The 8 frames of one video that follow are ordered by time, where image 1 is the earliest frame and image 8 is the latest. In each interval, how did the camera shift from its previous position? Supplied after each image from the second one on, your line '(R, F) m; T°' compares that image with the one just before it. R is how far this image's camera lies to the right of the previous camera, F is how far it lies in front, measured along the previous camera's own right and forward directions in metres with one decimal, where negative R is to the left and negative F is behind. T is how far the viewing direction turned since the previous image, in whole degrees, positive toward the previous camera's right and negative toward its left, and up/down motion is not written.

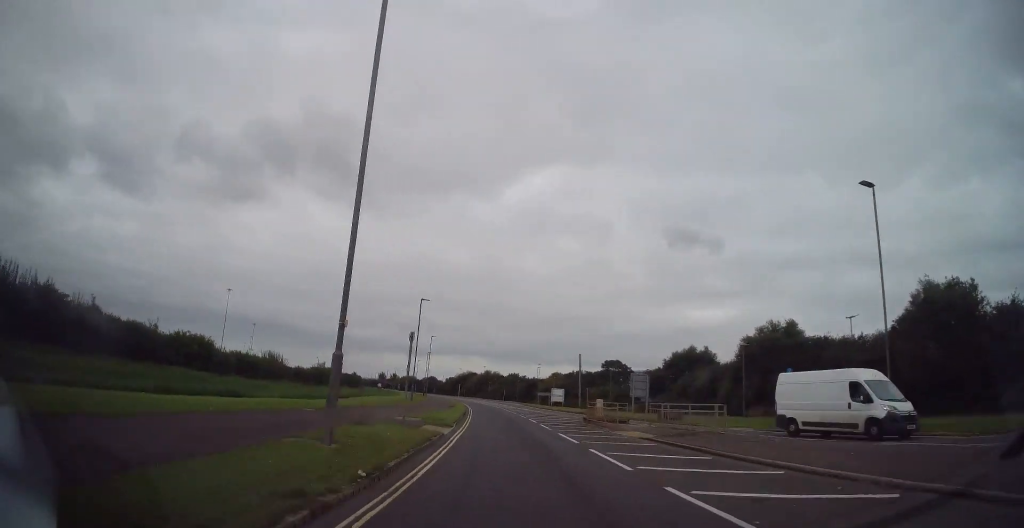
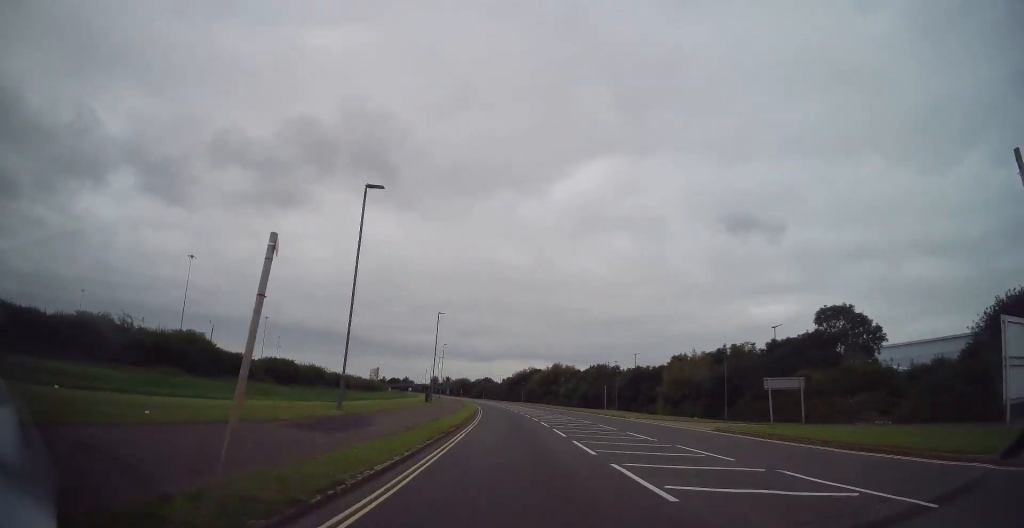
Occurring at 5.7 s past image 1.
(-4.6, +65.0) m; -7°
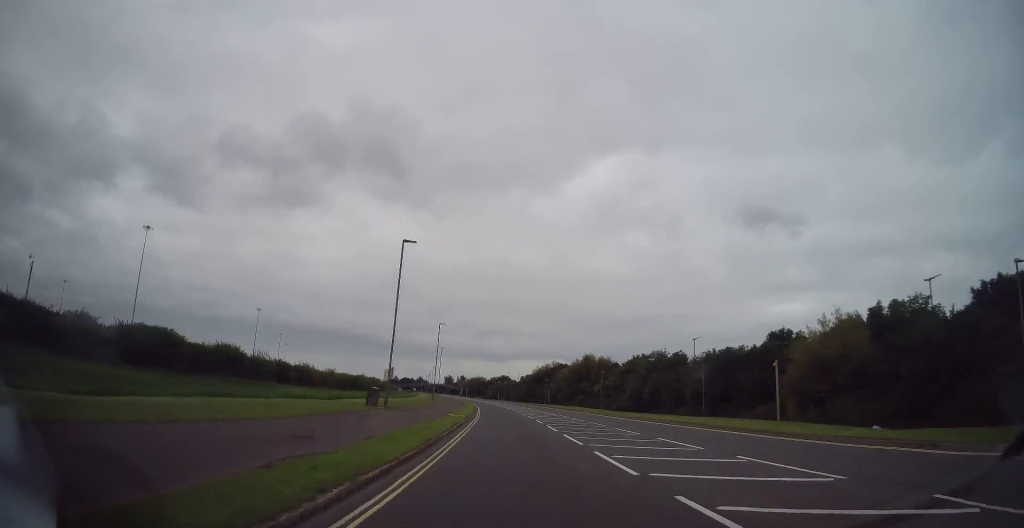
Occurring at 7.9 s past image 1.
(-0.5, +27.2) m; -1°
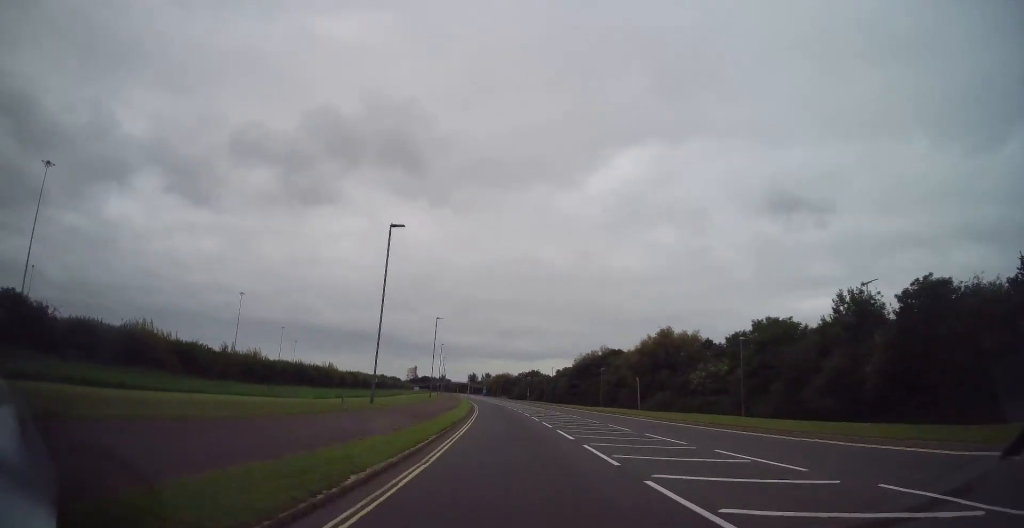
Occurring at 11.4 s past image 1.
(-0.5, +43.3) m; -3°
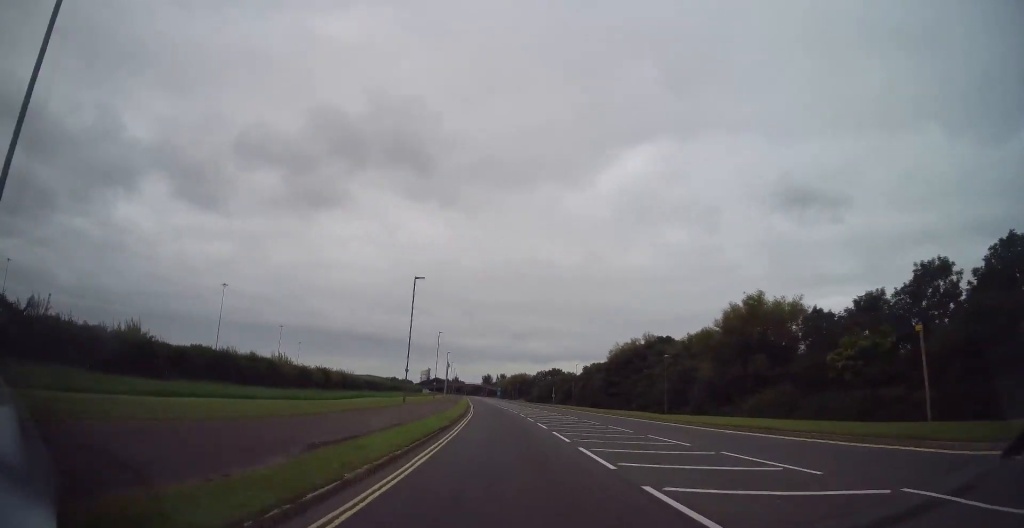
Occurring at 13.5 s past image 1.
(-1.1, +25.7) m; -3°
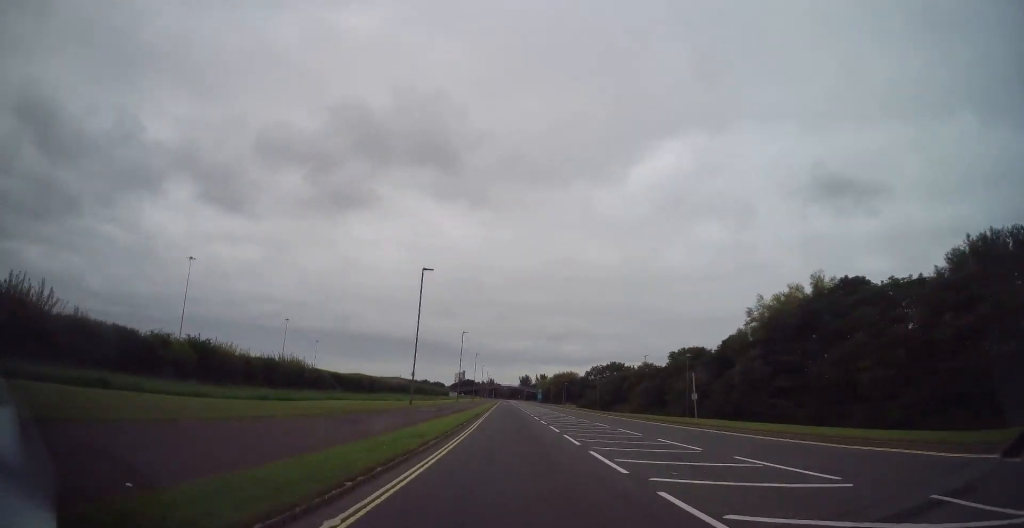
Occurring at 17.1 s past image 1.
(-1.4, +43.8) m; -2°
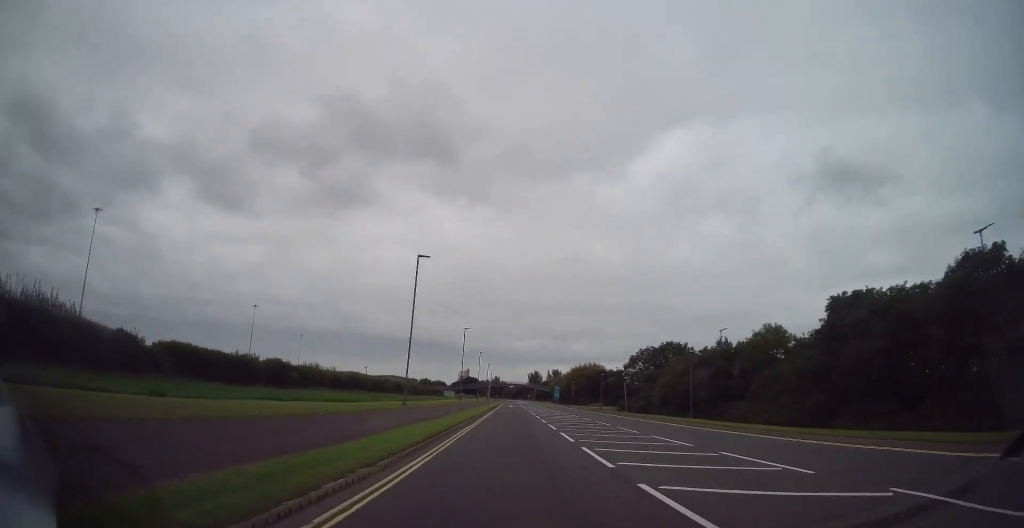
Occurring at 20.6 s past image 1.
(+0.1, +42.3) m; -1°
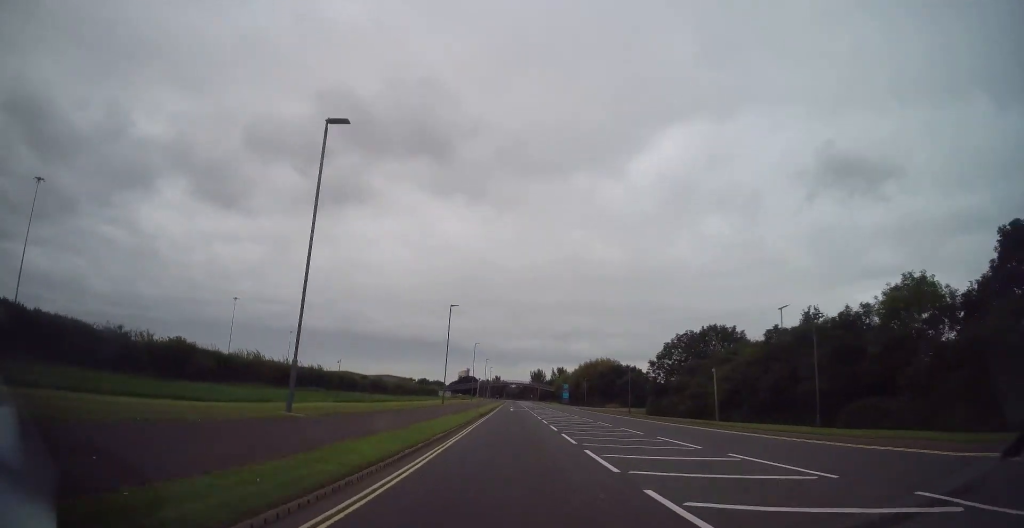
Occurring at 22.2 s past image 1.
(-0.4, +19.3) m; 0°
